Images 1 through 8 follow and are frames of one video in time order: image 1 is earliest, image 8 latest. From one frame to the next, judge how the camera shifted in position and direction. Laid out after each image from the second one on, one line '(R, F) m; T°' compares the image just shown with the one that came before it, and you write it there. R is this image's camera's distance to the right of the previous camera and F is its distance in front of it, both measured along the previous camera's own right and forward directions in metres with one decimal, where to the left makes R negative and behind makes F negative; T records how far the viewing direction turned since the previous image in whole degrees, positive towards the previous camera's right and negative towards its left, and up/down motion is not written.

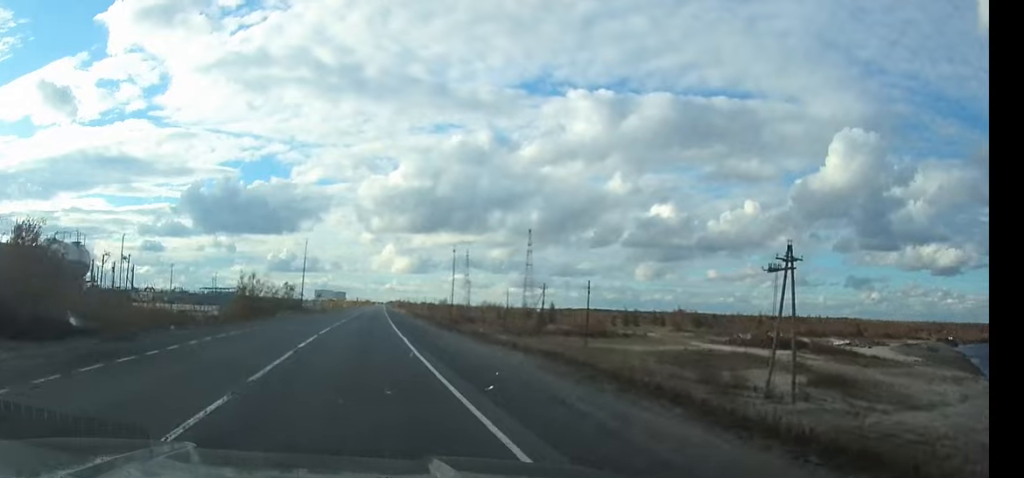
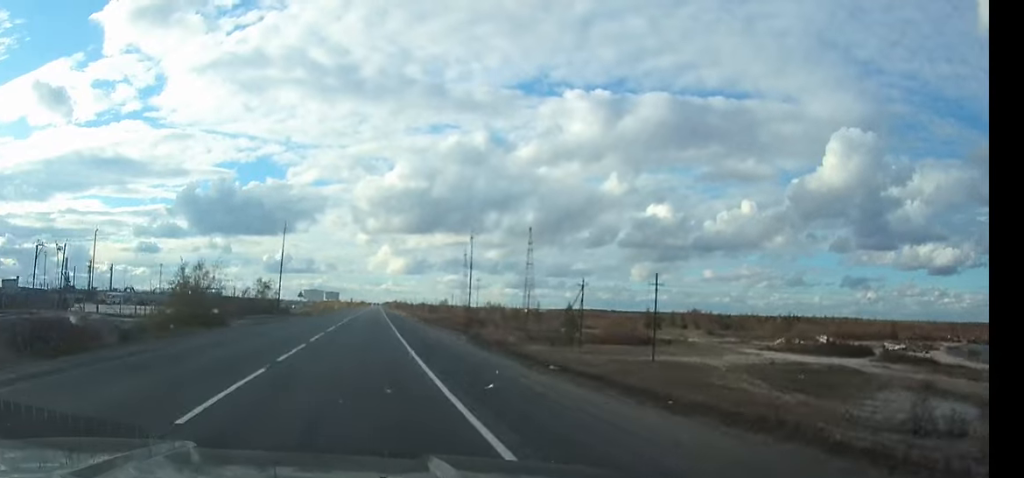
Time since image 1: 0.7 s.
(+0.1, +21.9) m; 0°
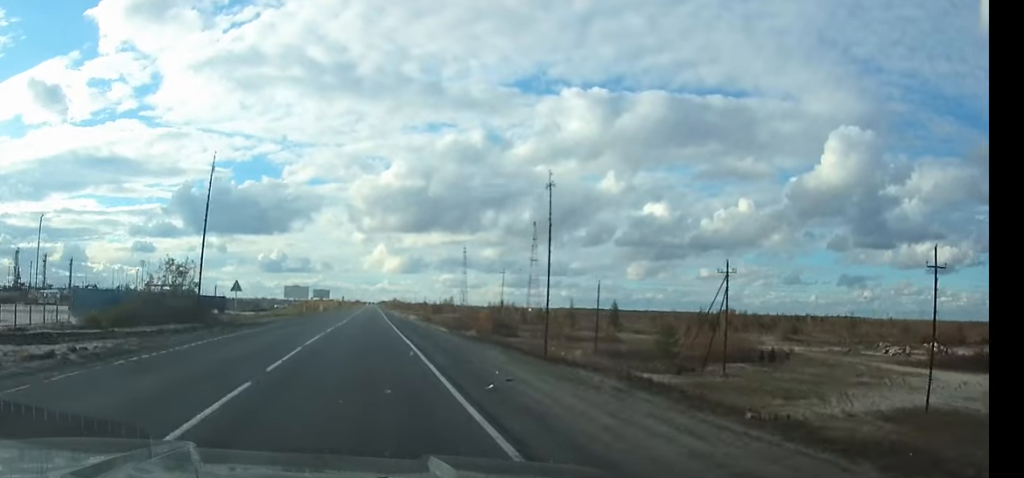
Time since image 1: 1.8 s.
(+0.2, +36.7) m; +1°
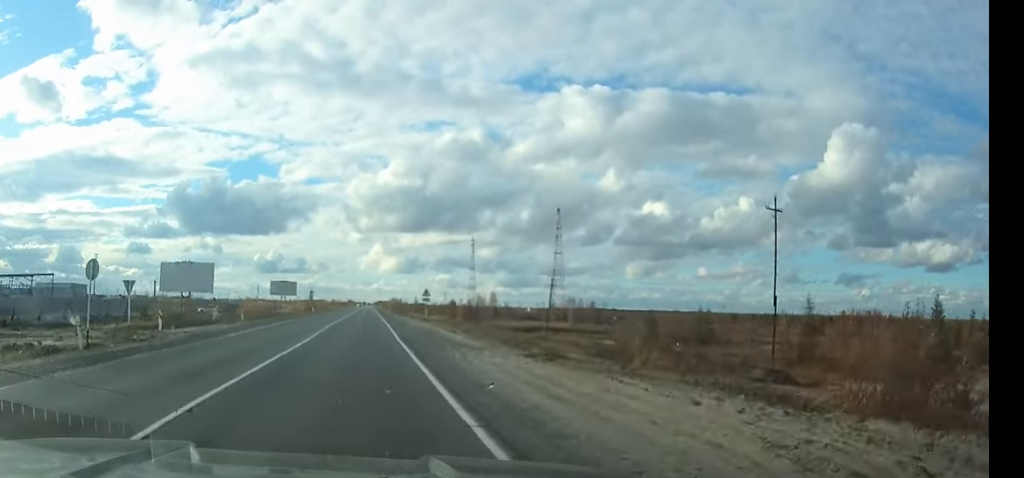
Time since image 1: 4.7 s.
(+0.5, +93.4) m; 0°
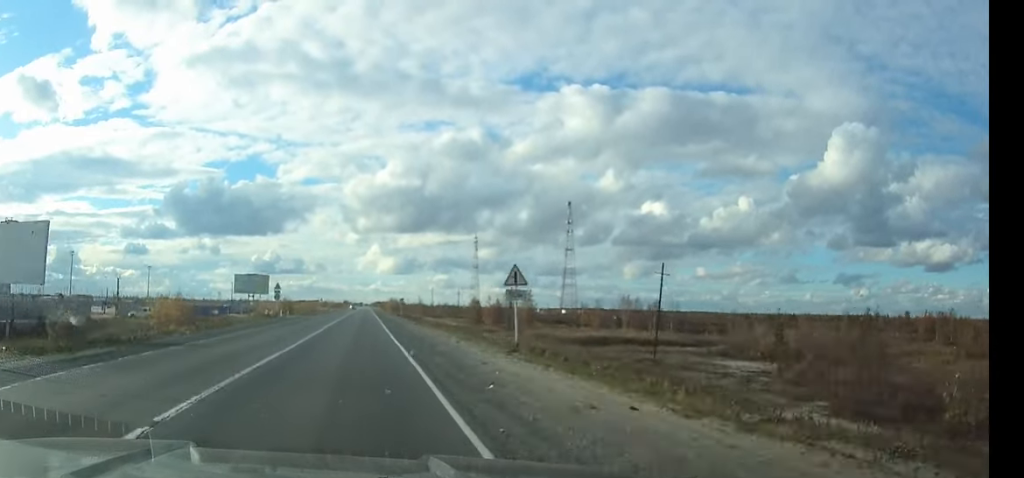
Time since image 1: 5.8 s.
(0.0, +34.2) m; 0°
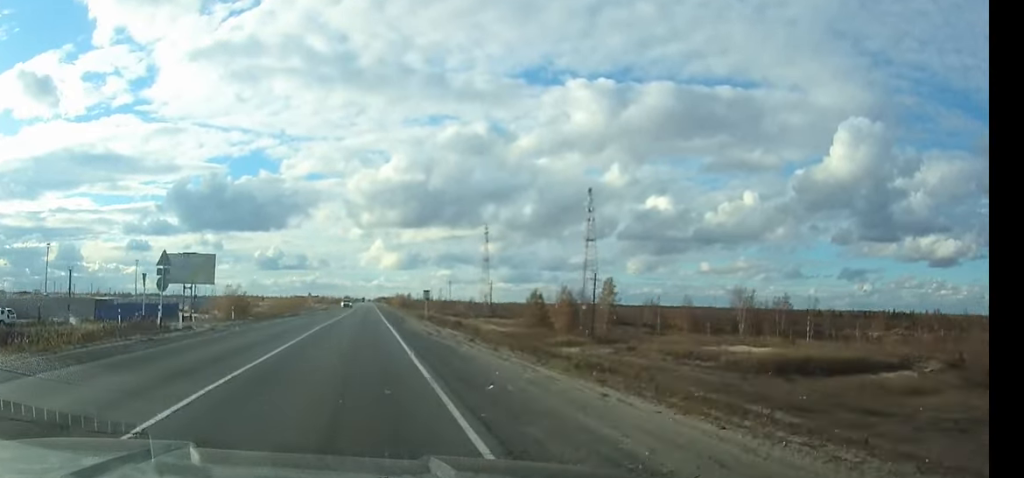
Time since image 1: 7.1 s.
(0.0, +38.6) m; 0°
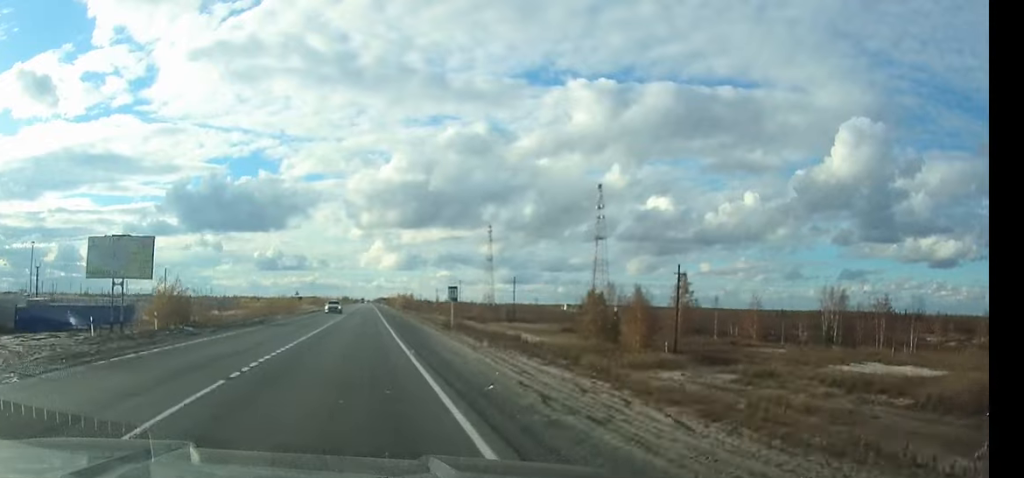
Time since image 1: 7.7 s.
(0.0, +19.3) m; 0°
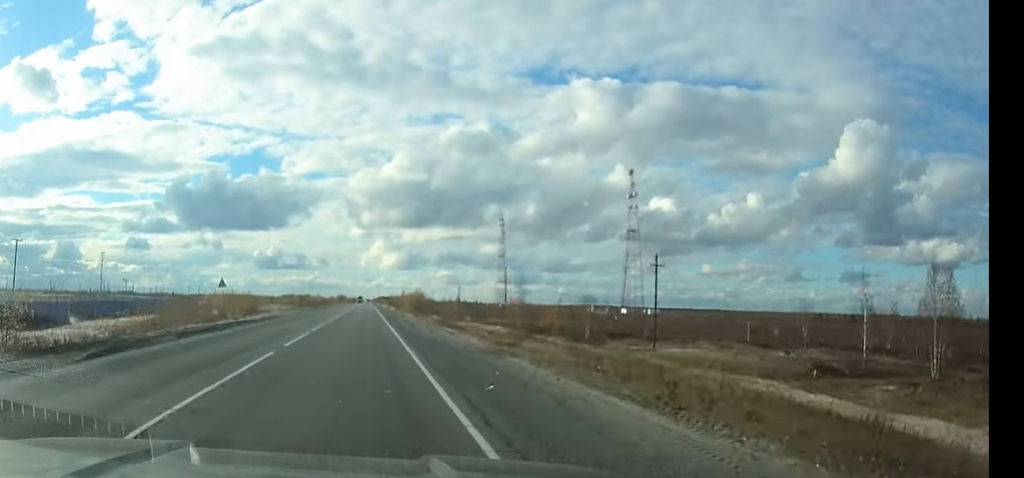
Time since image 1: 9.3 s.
(0.0, +50.9) m; 0°
